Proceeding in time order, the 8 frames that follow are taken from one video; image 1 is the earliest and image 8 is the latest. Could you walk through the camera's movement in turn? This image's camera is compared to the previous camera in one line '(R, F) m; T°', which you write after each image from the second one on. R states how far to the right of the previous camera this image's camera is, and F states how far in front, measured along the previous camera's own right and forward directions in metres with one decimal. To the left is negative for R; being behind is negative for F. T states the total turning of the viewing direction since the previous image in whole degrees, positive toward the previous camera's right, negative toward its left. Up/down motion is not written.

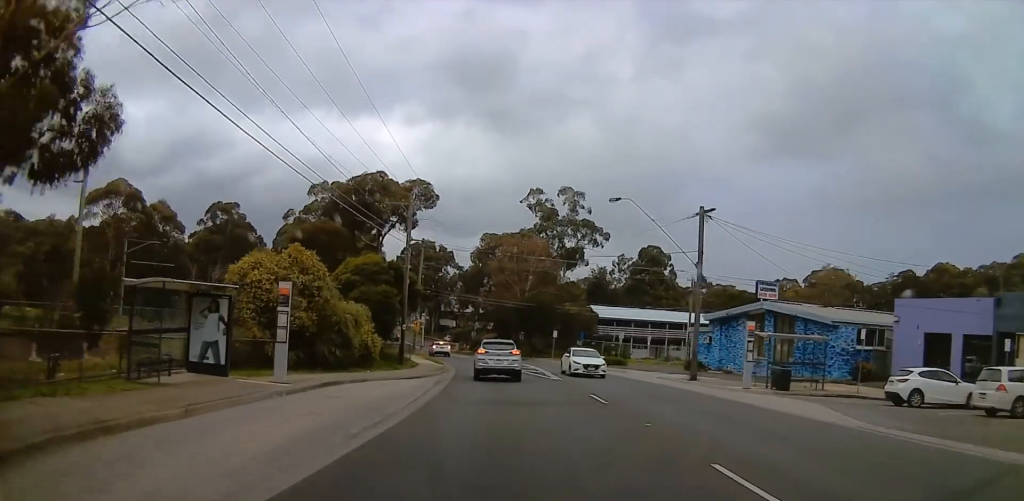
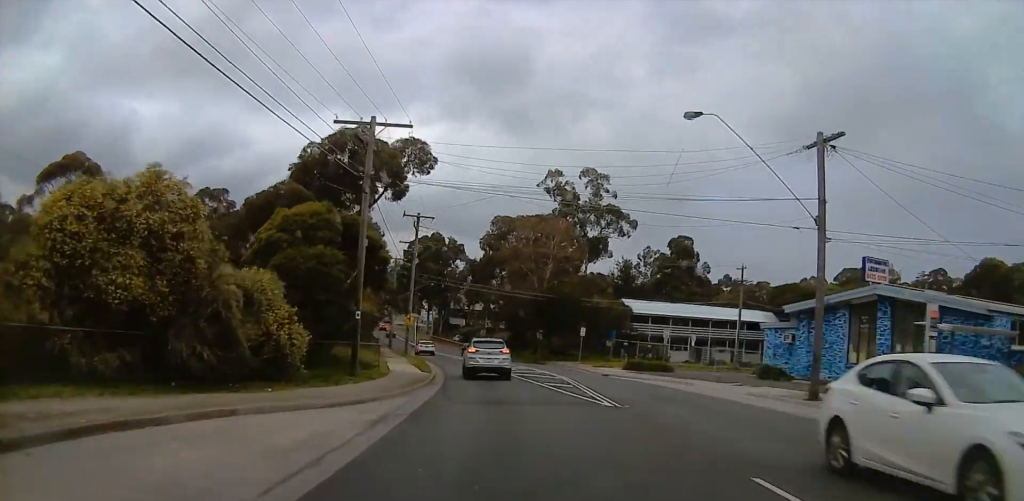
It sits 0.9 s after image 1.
(-0.3, +12.7) m; -3°
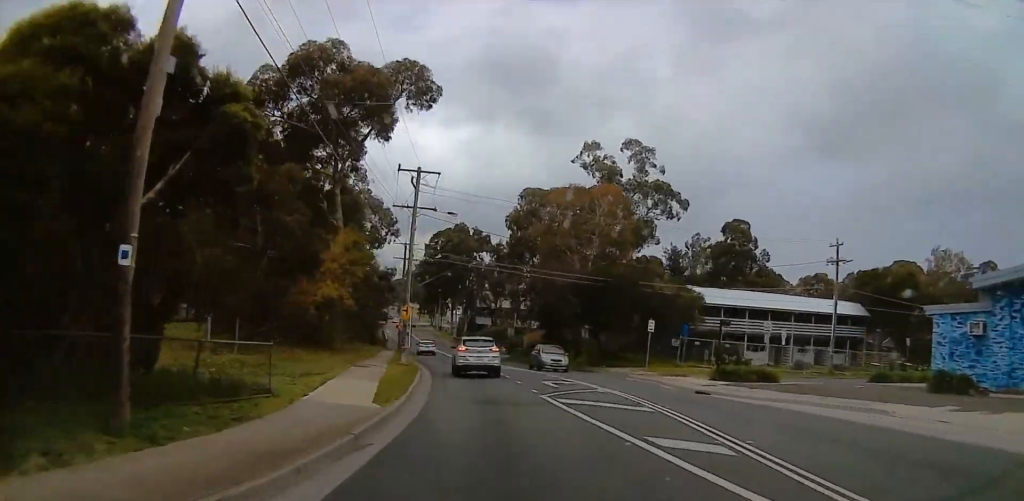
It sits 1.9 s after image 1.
(-0.3, +14.4) m; -4°
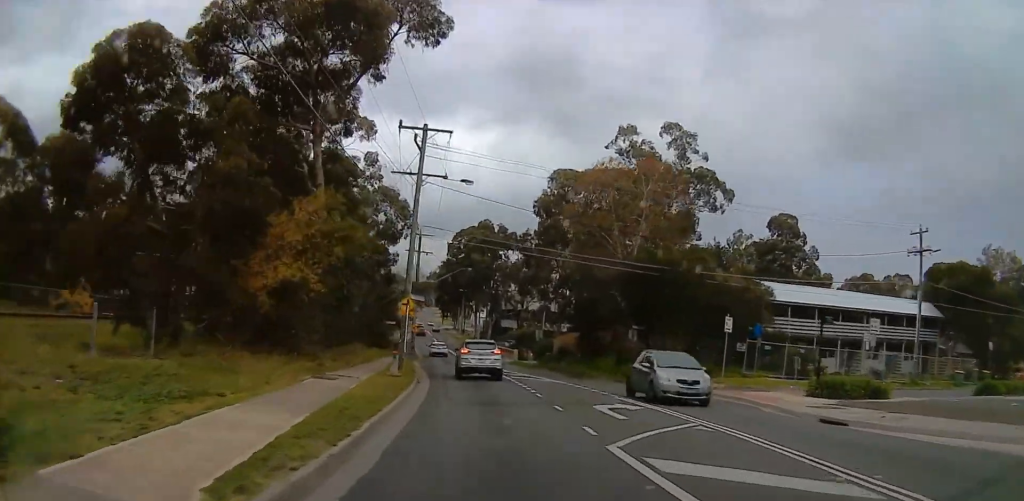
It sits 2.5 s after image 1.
(+0.1, +8.3) m; -3°
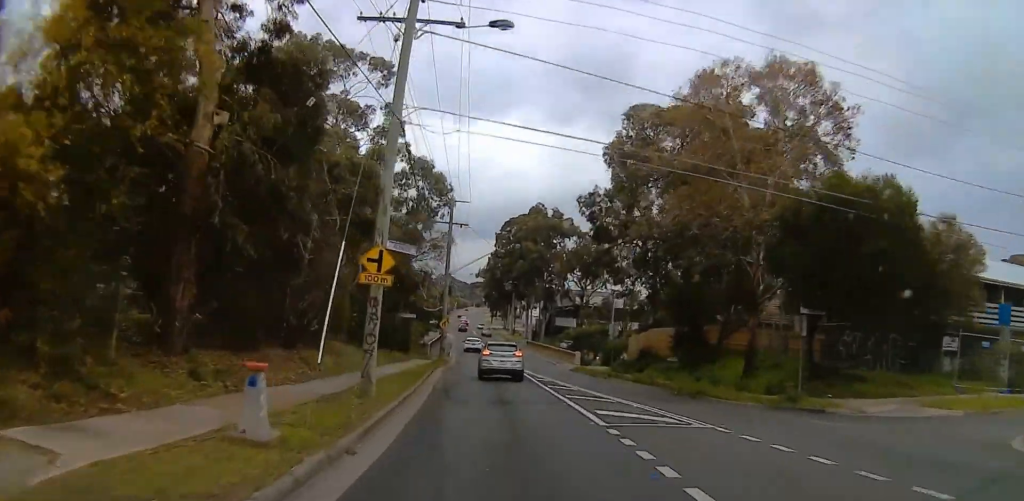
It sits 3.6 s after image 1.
(-1.1, +15.6) m; -4°
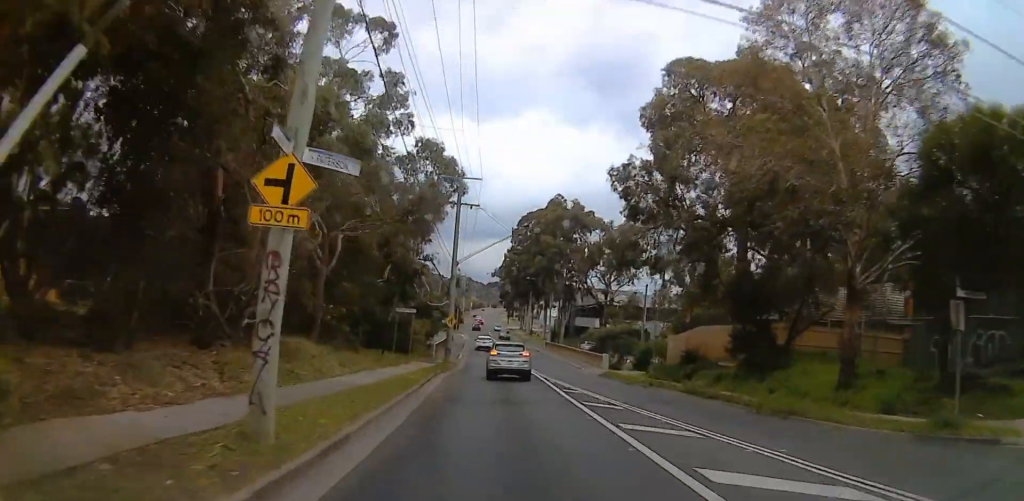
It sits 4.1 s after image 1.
(0.0, +7.1) m; 0°
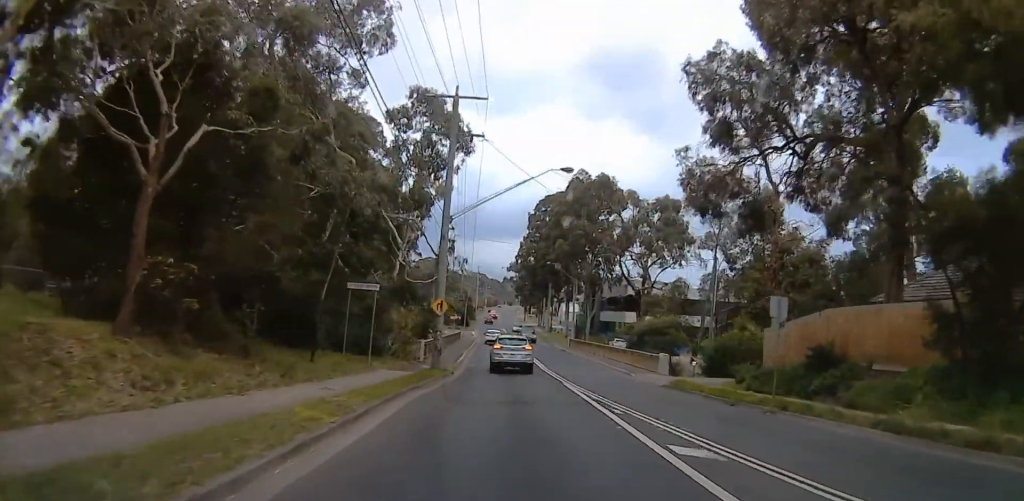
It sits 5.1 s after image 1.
(0.0, +13.8) m; 0°
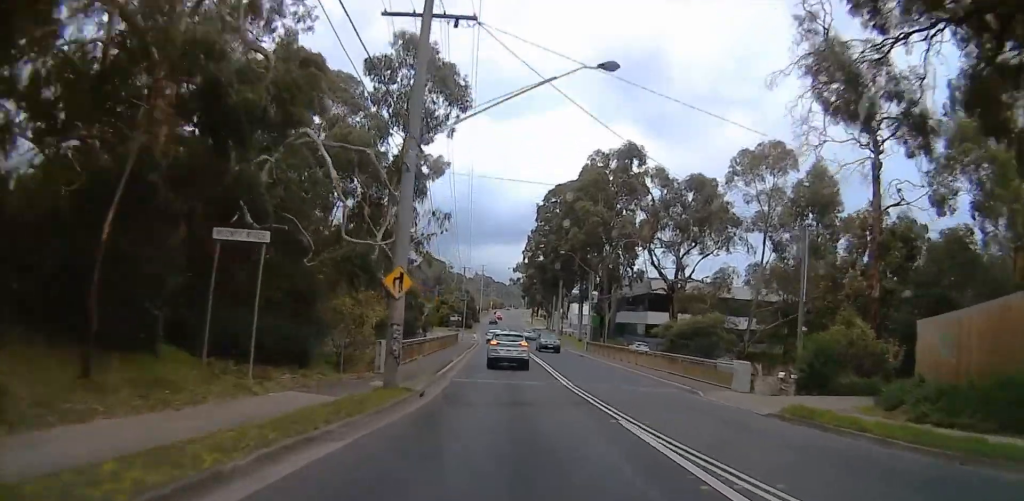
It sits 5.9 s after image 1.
(0.0, +11.1) m; -1°
